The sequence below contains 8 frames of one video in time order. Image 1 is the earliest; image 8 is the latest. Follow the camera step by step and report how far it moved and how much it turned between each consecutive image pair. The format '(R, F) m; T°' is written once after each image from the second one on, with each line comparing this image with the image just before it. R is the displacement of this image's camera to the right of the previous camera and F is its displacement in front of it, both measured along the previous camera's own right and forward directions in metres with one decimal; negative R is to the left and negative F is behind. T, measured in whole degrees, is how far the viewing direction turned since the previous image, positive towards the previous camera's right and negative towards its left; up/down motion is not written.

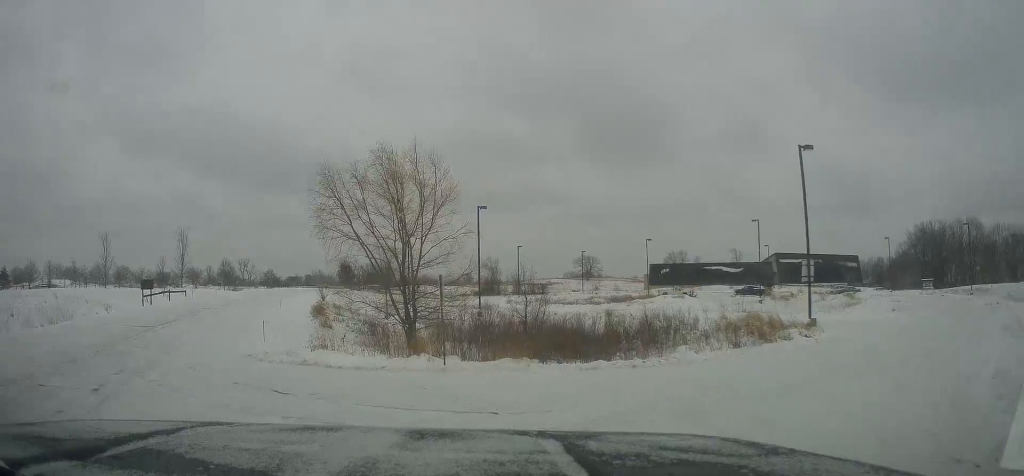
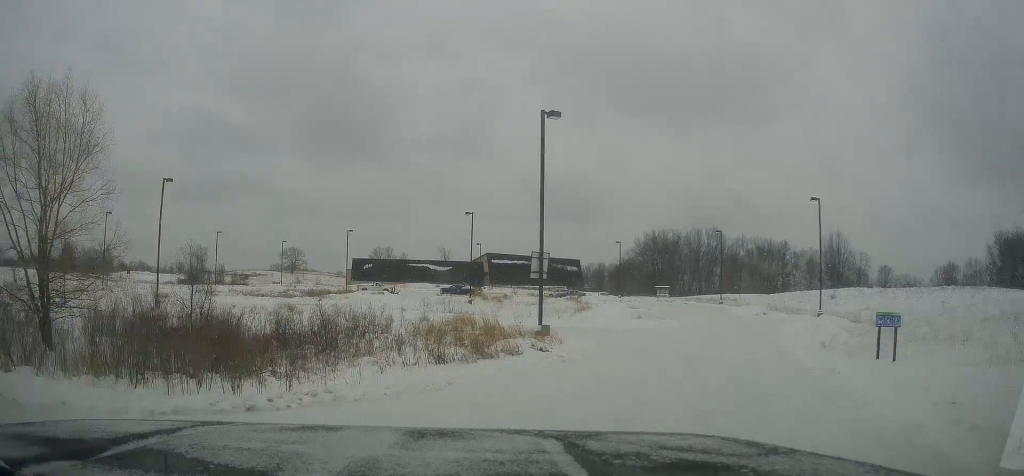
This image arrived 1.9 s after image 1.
(+2.1, +6.1) m; +30°
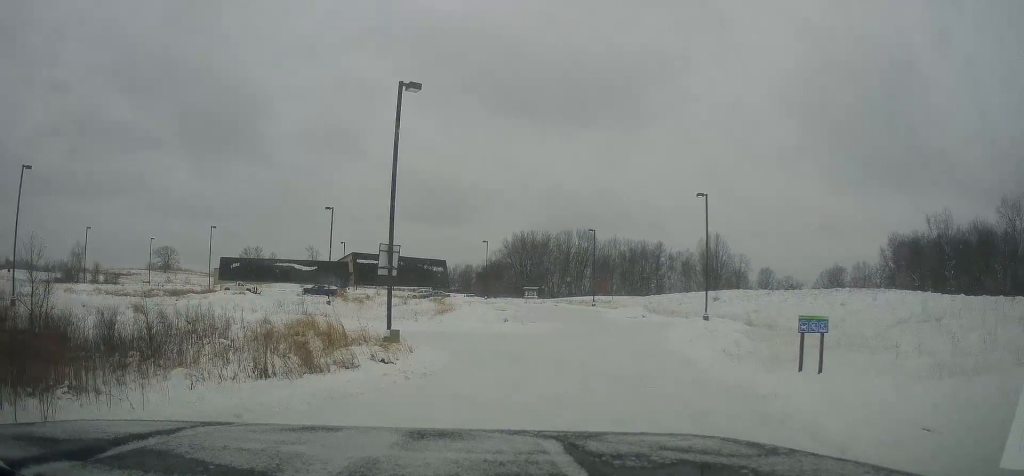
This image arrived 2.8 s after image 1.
(+0.4, +3.3) m; +11°
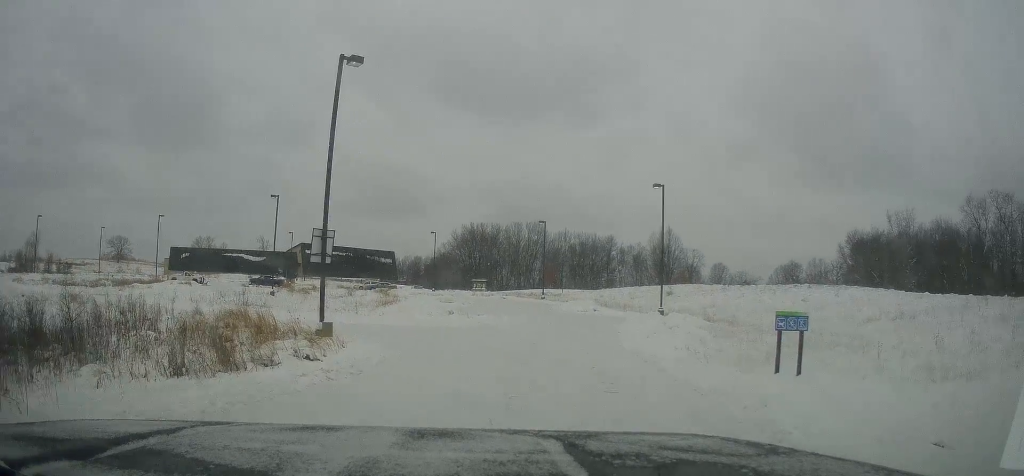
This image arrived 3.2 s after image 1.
(+0.2, +1.7) m; +7°
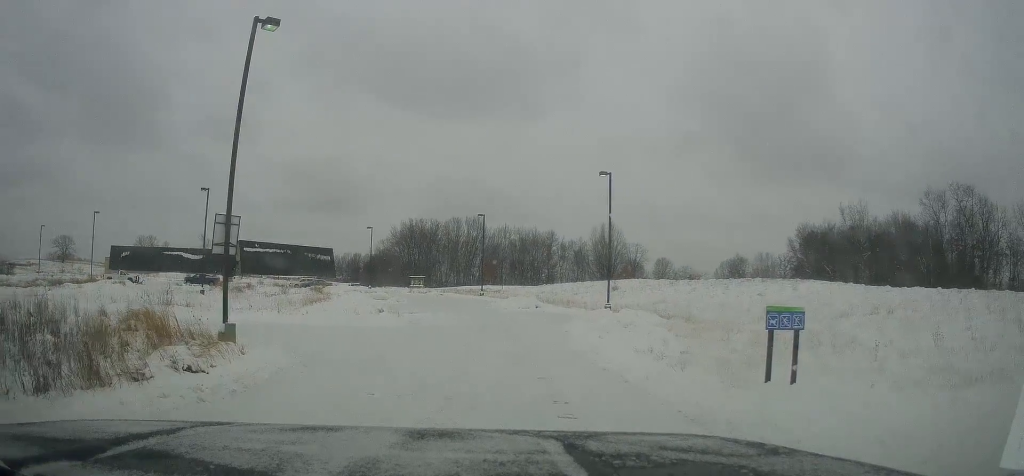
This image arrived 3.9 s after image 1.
(+0.1, +2.7) m; +3°
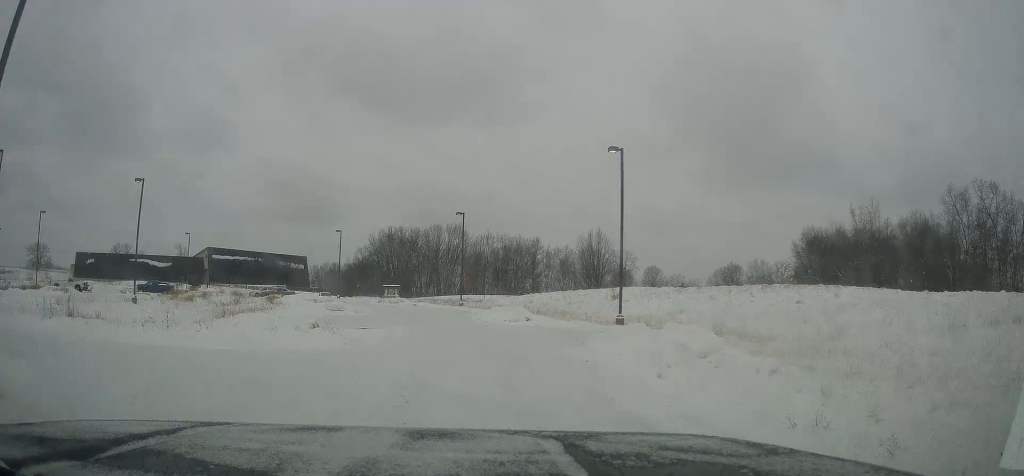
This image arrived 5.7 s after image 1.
(+0.7, +8.4) m; +8°
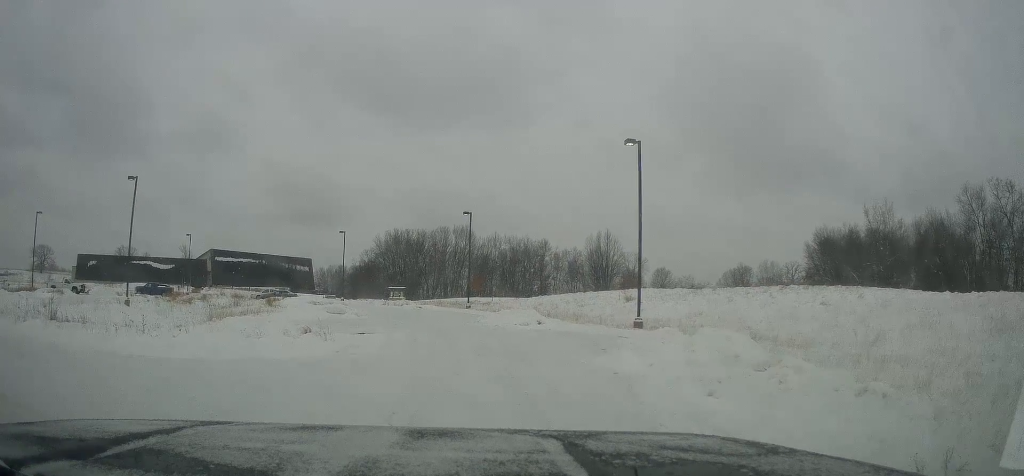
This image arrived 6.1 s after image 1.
(+0.2, +2.0) m; 0°
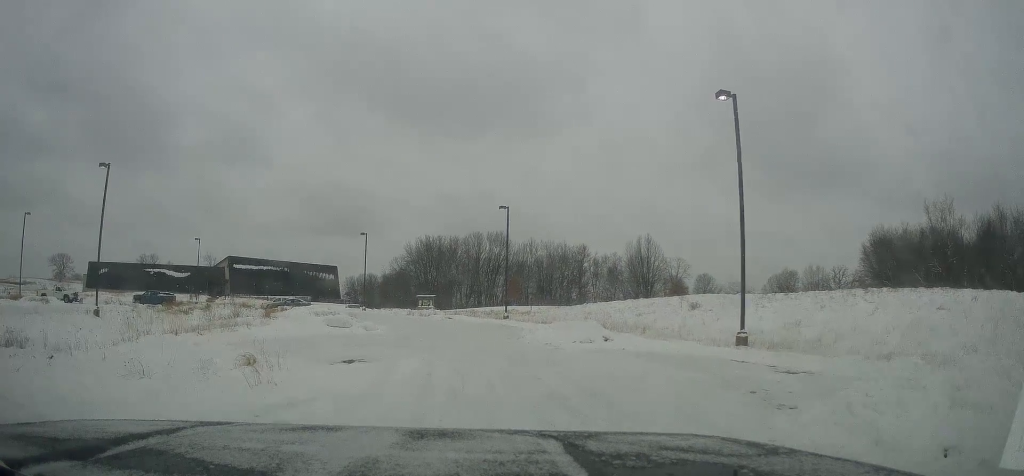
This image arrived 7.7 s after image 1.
(-1.3, +7.9) m; -16°
